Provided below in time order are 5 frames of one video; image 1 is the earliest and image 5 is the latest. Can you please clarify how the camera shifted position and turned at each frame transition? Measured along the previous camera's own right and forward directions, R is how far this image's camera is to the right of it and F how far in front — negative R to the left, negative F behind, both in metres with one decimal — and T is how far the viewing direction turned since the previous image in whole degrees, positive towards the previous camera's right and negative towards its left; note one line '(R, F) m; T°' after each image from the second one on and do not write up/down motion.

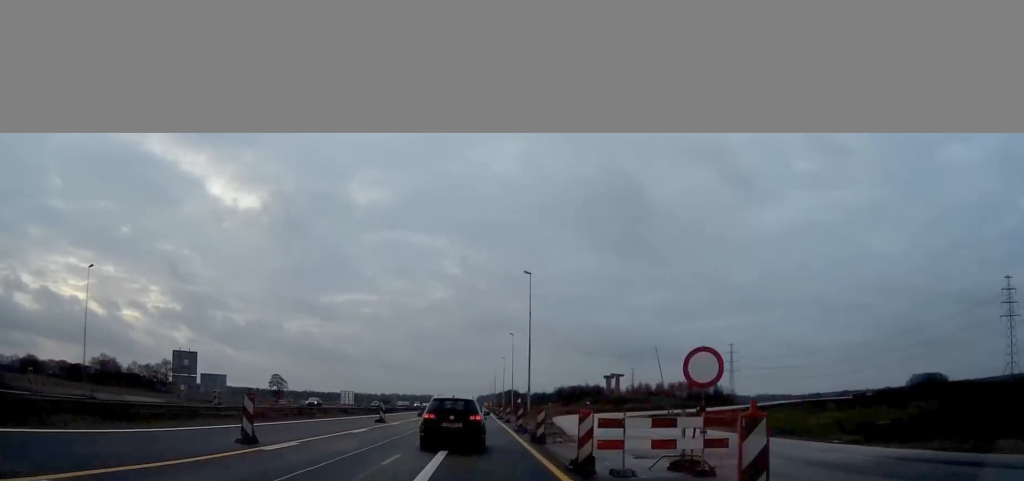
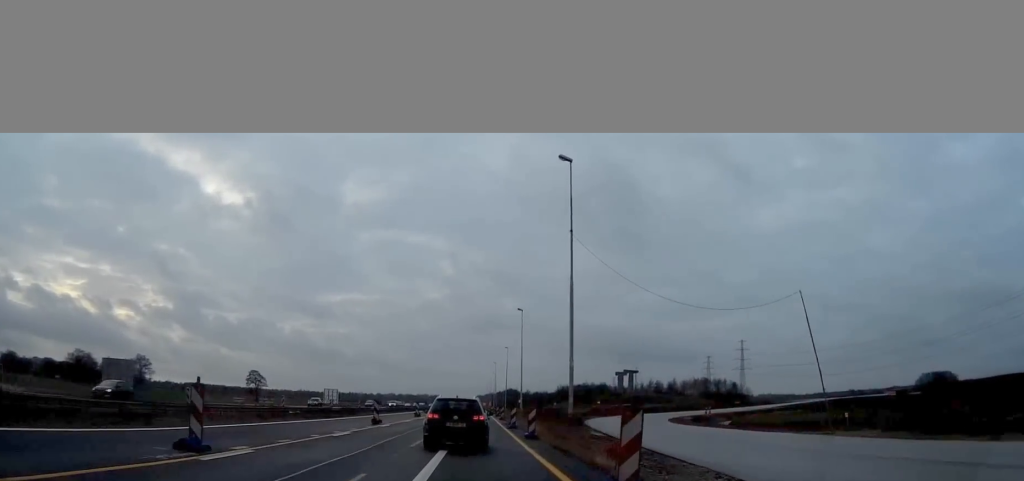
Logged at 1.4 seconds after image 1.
(+0.1, +28.1) m; 0°
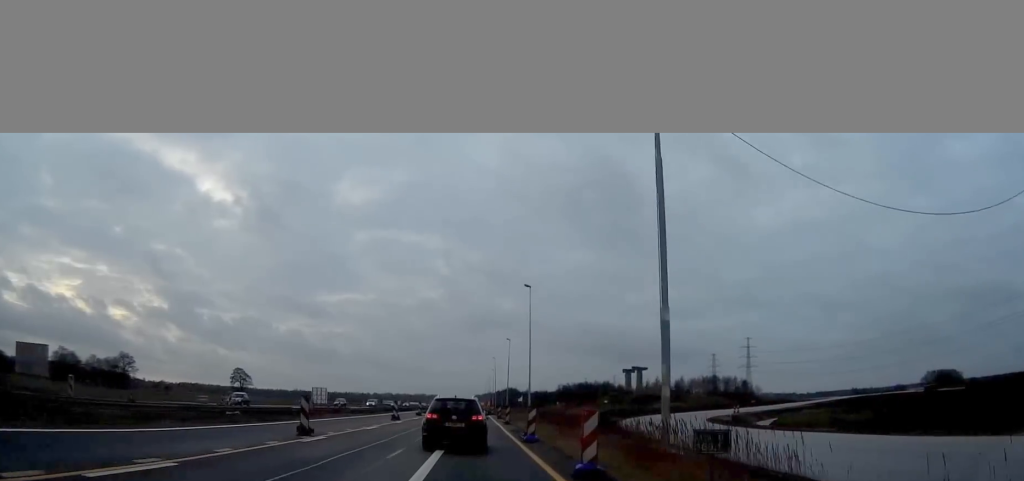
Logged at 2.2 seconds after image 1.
(0.0, +16.2) m; 0°
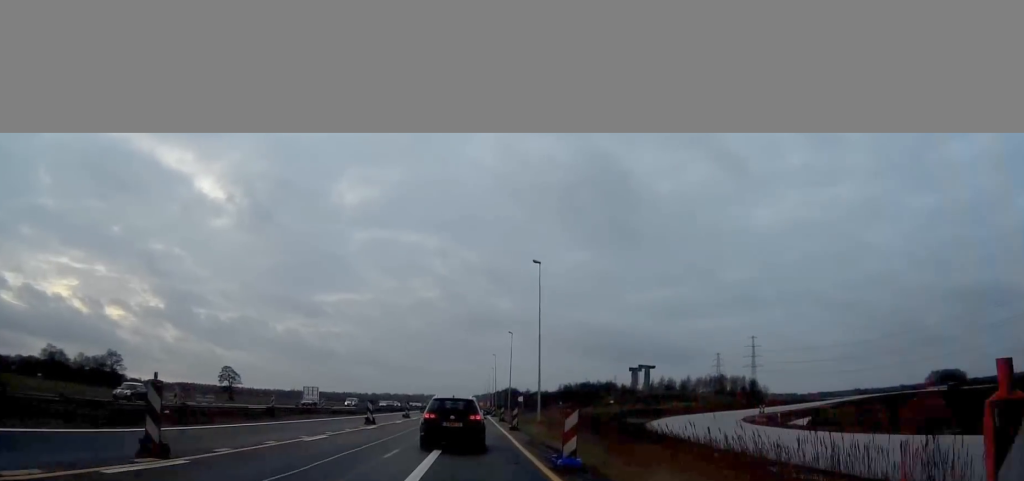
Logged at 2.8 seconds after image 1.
(0.0, +11.4) m; 0°
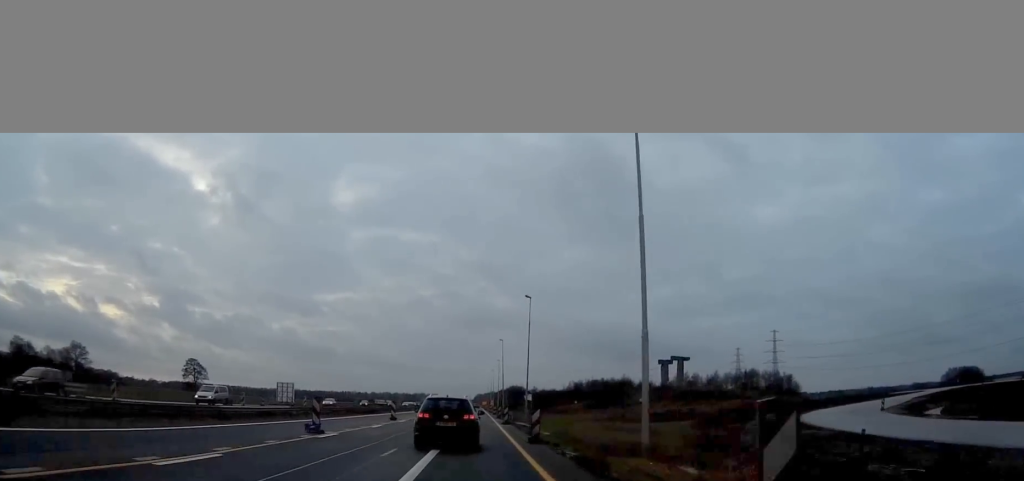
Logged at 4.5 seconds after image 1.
(-0.1, +34.0) m; 0°
